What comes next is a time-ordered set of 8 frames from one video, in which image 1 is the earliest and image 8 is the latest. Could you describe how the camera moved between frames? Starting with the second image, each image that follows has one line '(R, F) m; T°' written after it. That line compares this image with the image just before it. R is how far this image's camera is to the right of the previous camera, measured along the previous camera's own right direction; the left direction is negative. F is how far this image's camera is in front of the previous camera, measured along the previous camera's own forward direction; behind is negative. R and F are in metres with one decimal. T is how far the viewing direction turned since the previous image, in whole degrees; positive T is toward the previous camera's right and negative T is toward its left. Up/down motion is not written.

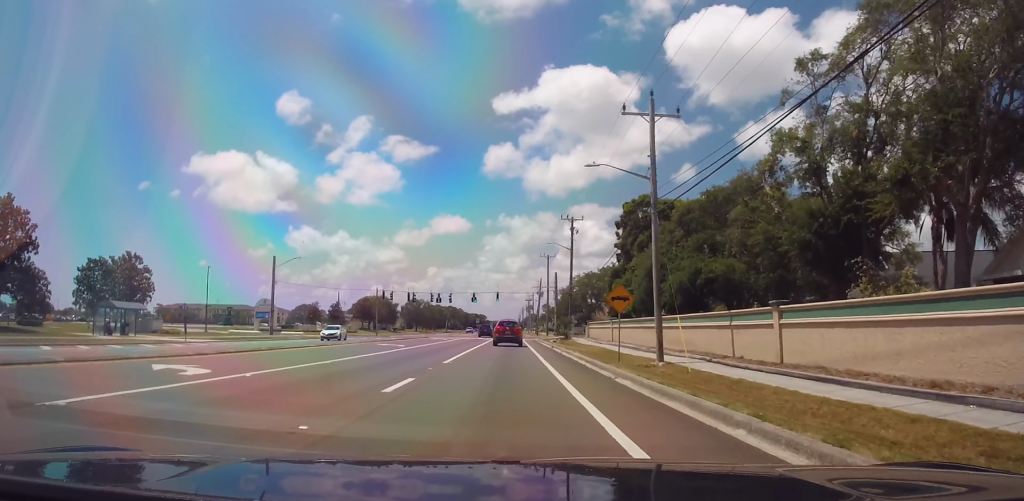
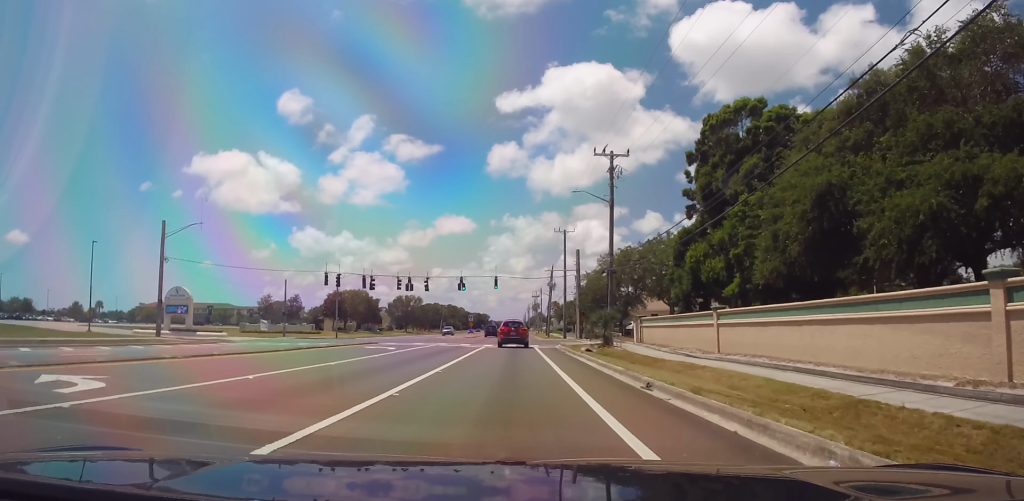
(0.0, +29.4) m; 0°
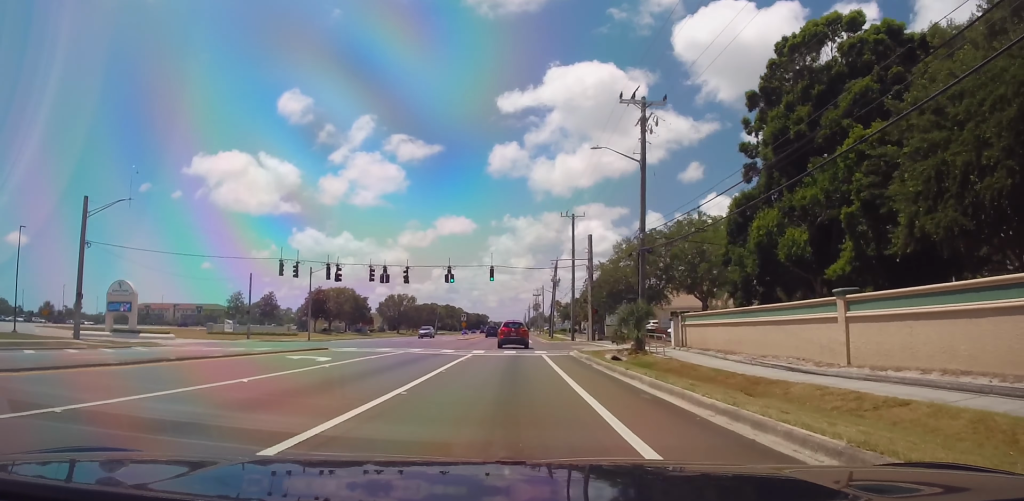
(0.0, +11.9) m; 0°
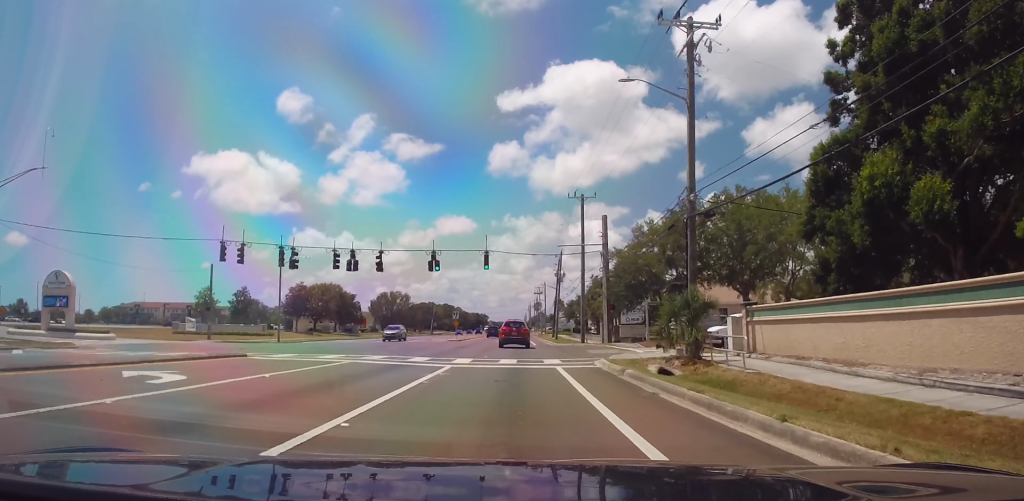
(0.0, +10.2) m; 0°
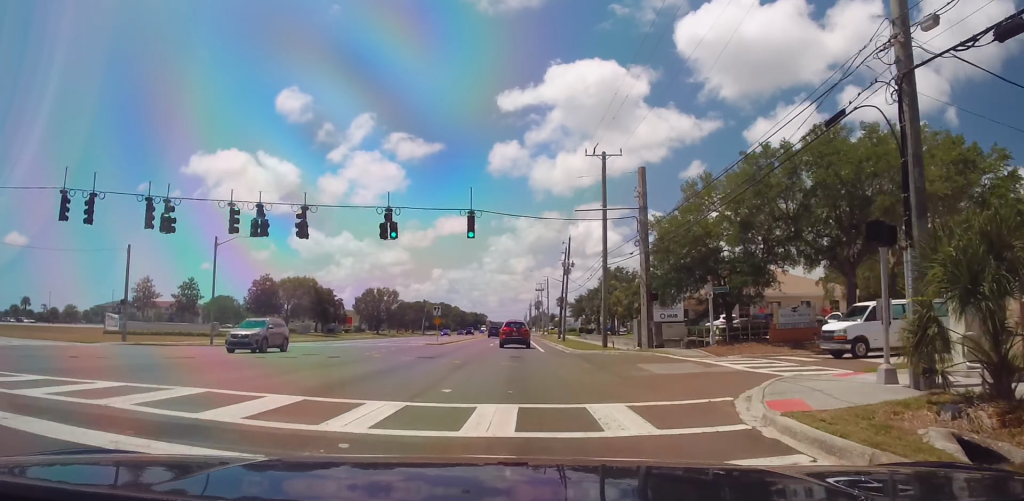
(0.0, +15.4) m; 0°
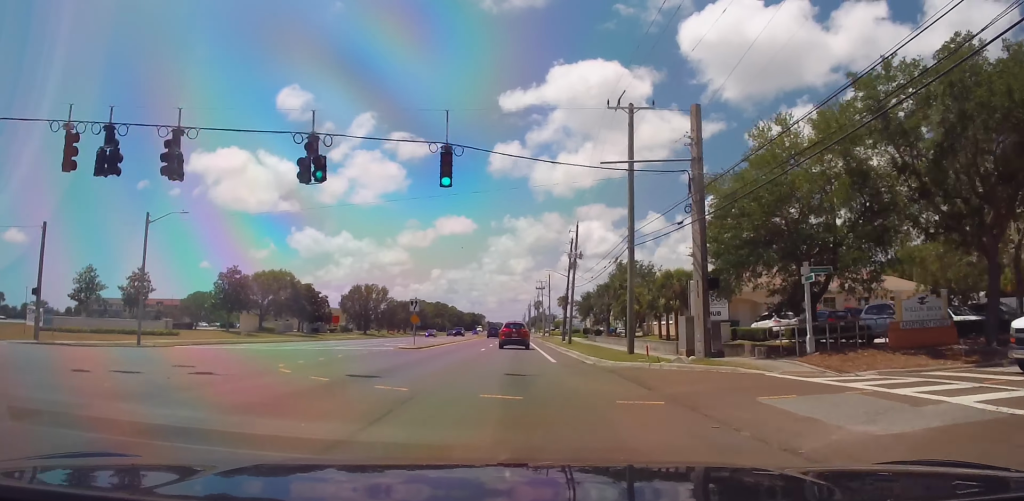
(0.0, +10.7) m; 0°
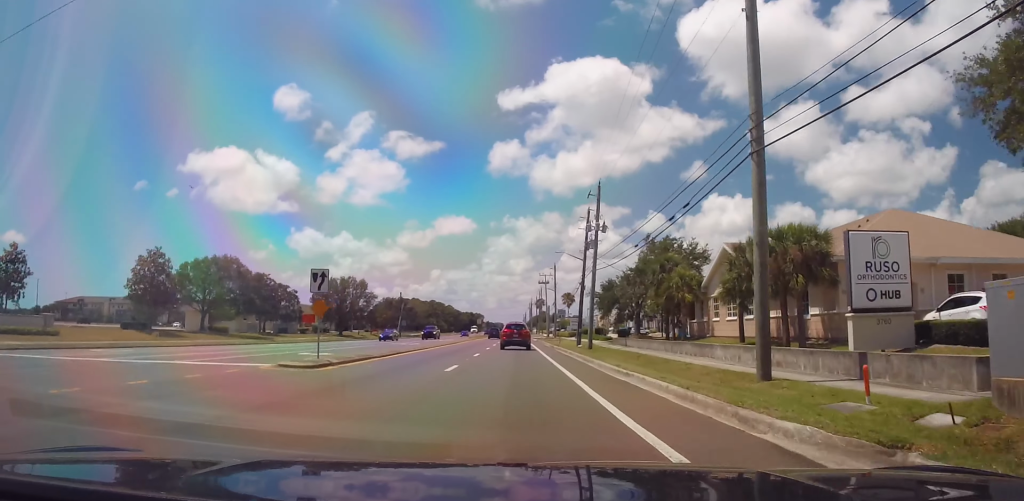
(0.0, +19.2) m; 0°
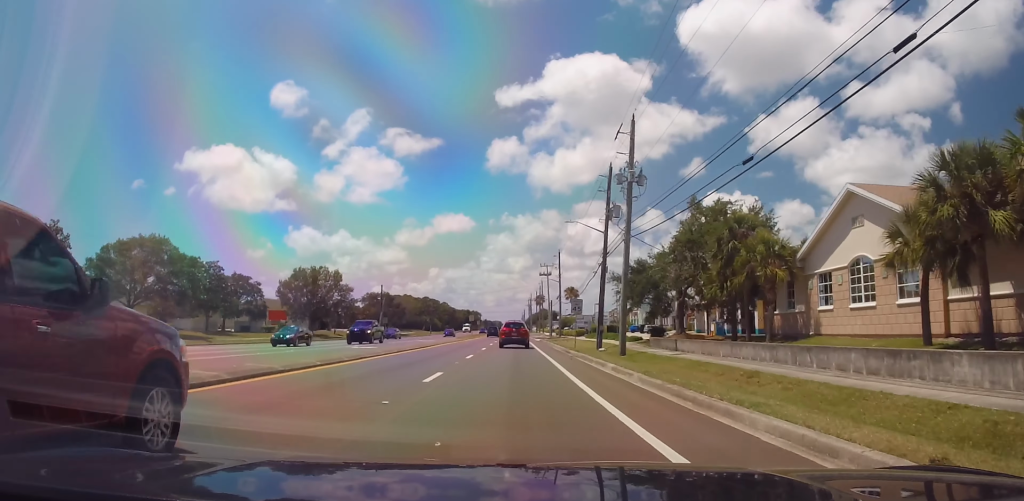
(0.0, +16.4) m; 0°
